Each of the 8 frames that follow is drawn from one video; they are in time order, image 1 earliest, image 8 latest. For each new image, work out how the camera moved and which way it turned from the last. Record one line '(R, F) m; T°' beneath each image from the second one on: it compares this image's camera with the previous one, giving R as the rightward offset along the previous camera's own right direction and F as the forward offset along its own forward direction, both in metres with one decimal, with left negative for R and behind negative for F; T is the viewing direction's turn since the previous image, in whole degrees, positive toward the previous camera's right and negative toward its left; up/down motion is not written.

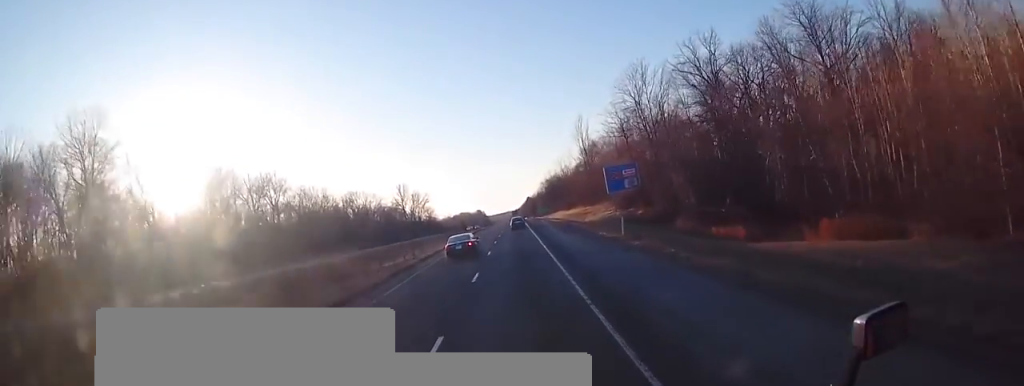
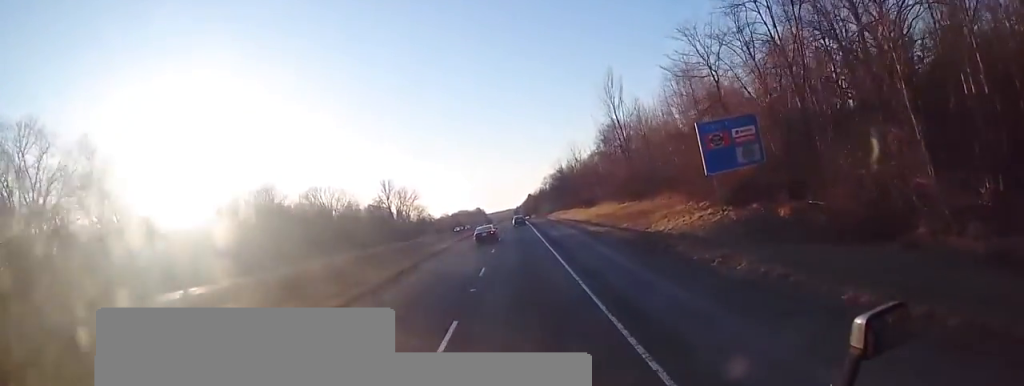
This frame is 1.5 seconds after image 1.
(+0.7, +35.1) m; +1°
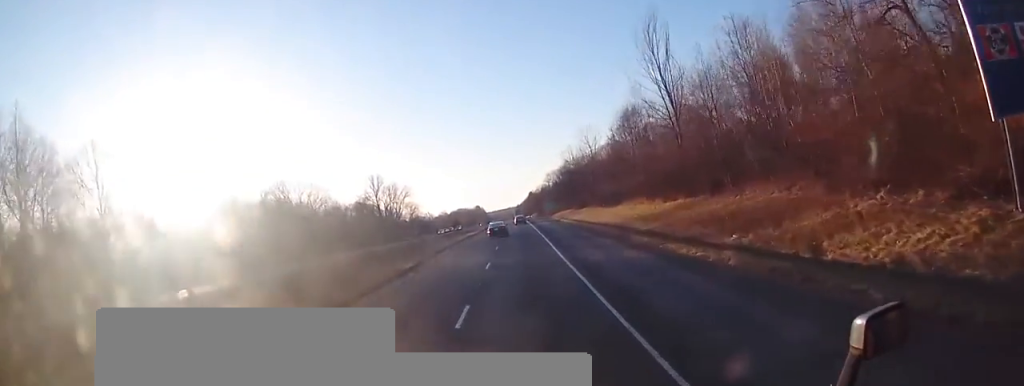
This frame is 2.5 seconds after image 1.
(-0.6, +22.8) m; 0°
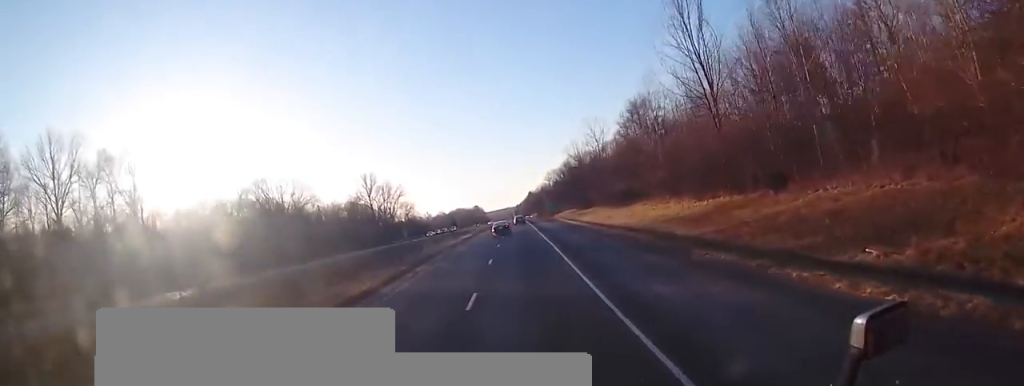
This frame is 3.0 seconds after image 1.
(-0.1, +10.2) m; 0°
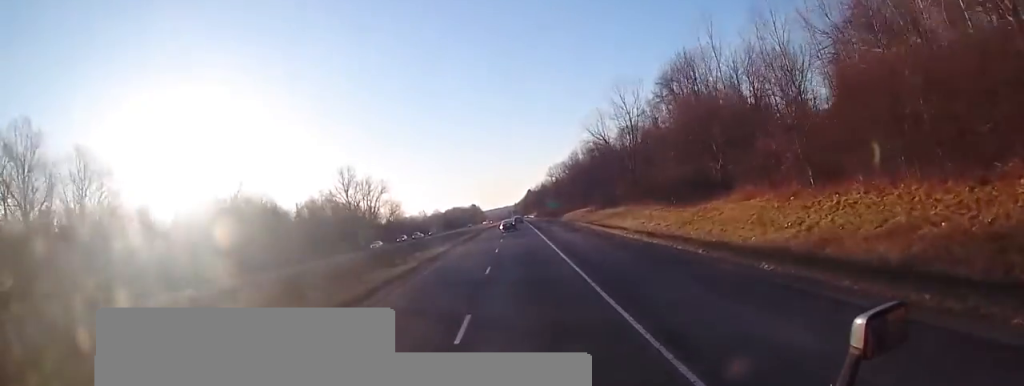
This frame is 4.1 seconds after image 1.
(+0.4, +28.1) m; 0°
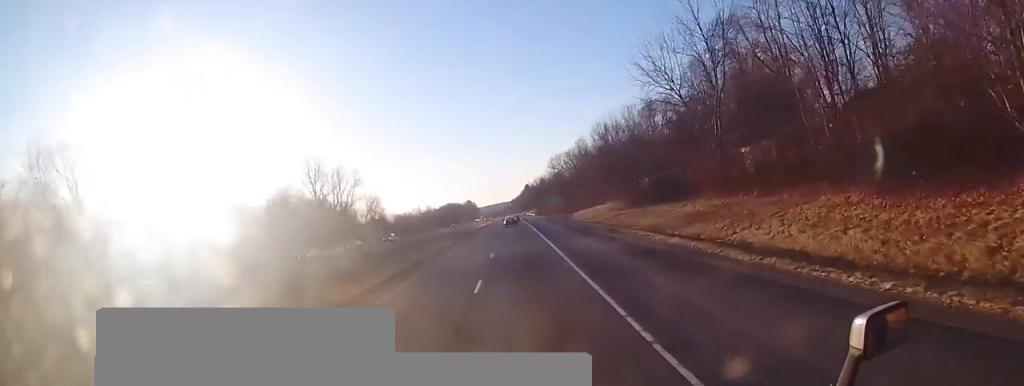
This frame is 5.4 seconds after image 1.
(-0.3, +30.5) m; 0°
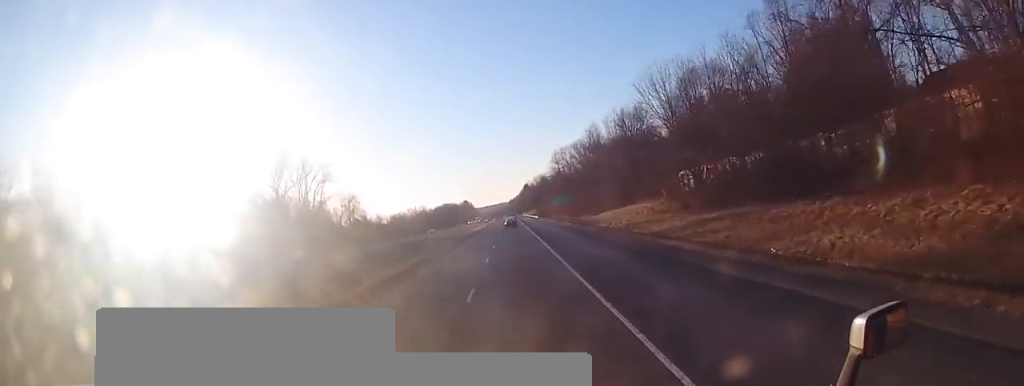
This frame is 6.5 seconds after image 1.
(+0.2, +27.4) m; 0°
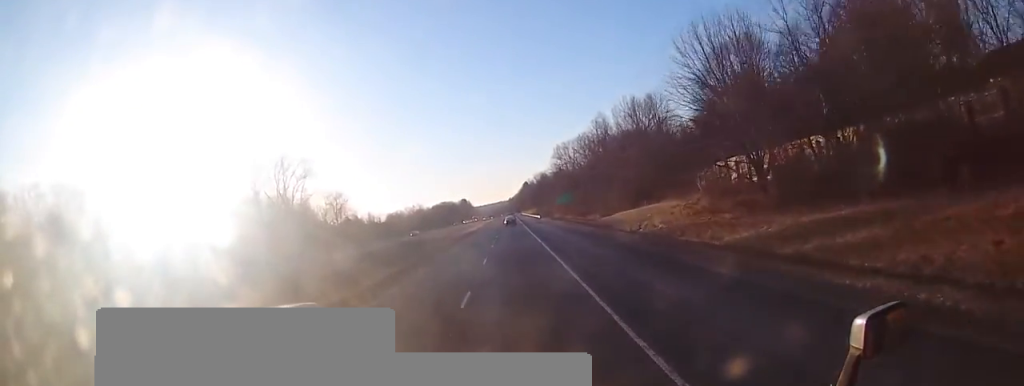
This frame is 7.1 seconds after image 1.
(0.0, +13.3) m; 0°
